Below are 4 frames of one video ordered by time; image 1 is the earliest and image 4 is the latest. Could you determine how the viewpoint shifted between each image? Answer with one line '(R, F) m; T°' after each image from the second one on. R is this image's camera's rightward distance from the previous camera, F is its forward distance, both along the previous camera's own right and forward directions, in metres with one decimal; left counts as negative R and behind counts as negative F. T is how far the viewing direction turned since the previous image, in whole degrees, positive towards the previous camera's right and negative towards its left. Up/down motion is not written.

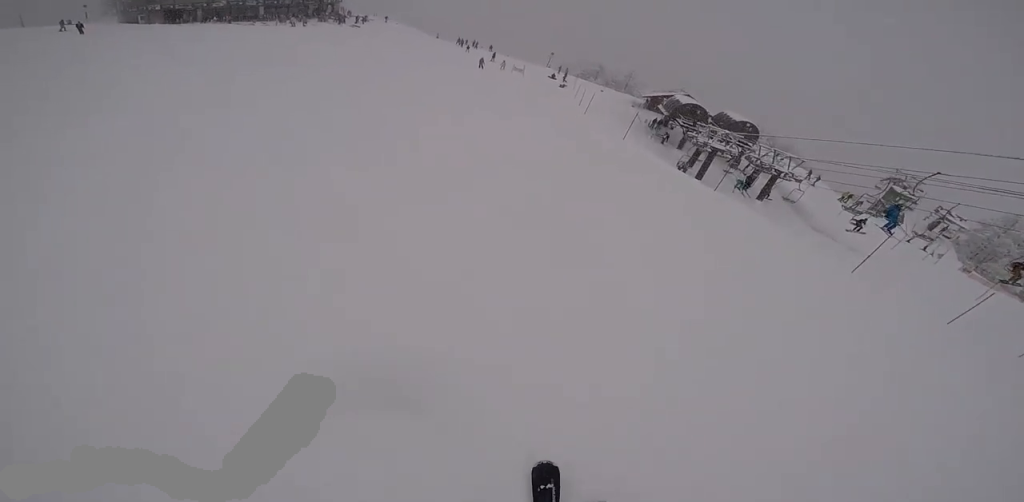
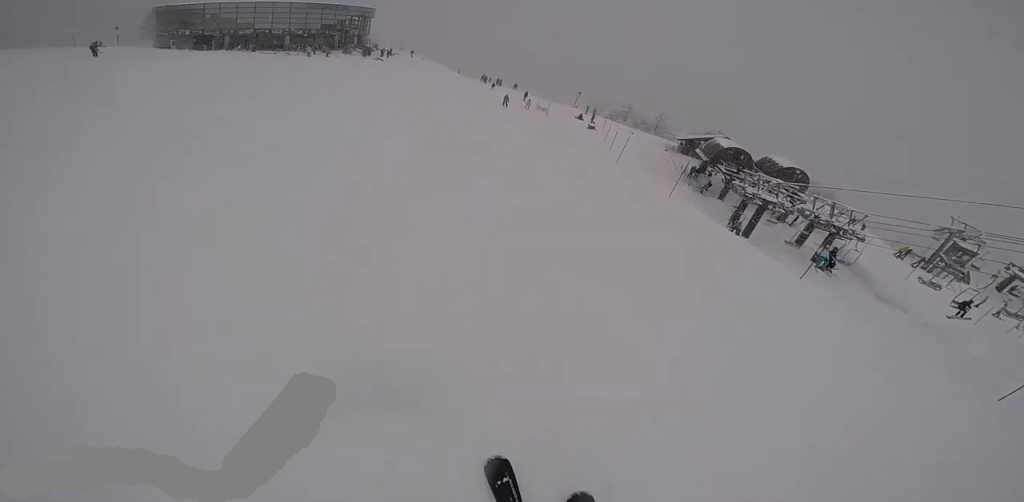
(-0.4, +4.3) m; -6°
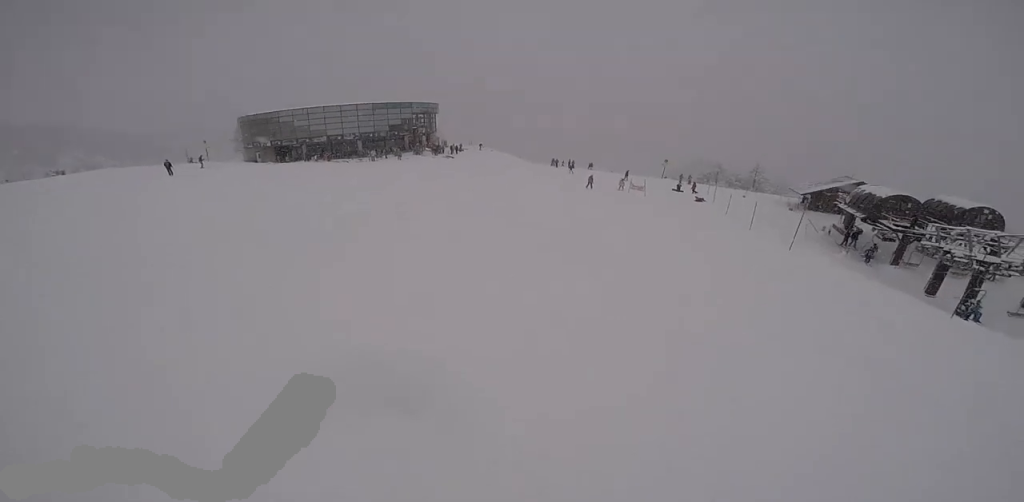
(-0.2, +7.0) m; +3°
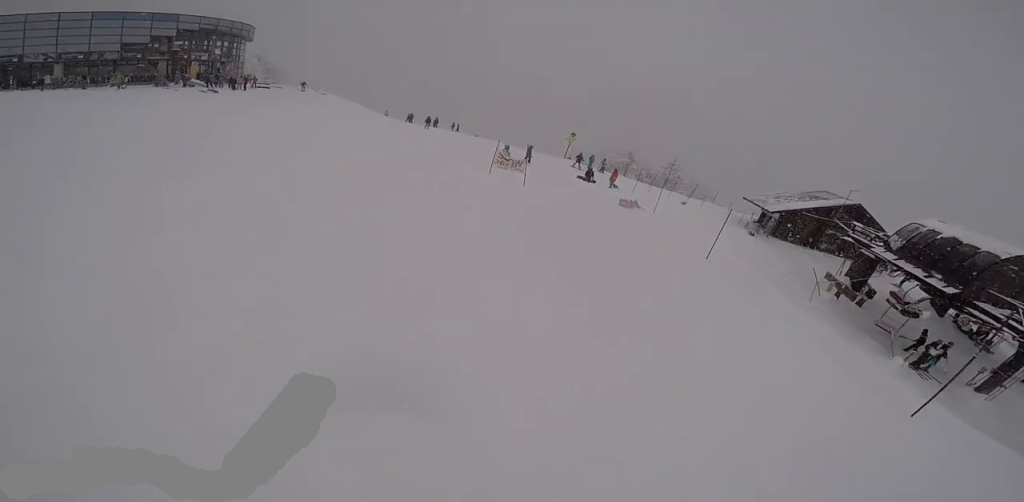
(+7.3, +21.8) m; +7°
